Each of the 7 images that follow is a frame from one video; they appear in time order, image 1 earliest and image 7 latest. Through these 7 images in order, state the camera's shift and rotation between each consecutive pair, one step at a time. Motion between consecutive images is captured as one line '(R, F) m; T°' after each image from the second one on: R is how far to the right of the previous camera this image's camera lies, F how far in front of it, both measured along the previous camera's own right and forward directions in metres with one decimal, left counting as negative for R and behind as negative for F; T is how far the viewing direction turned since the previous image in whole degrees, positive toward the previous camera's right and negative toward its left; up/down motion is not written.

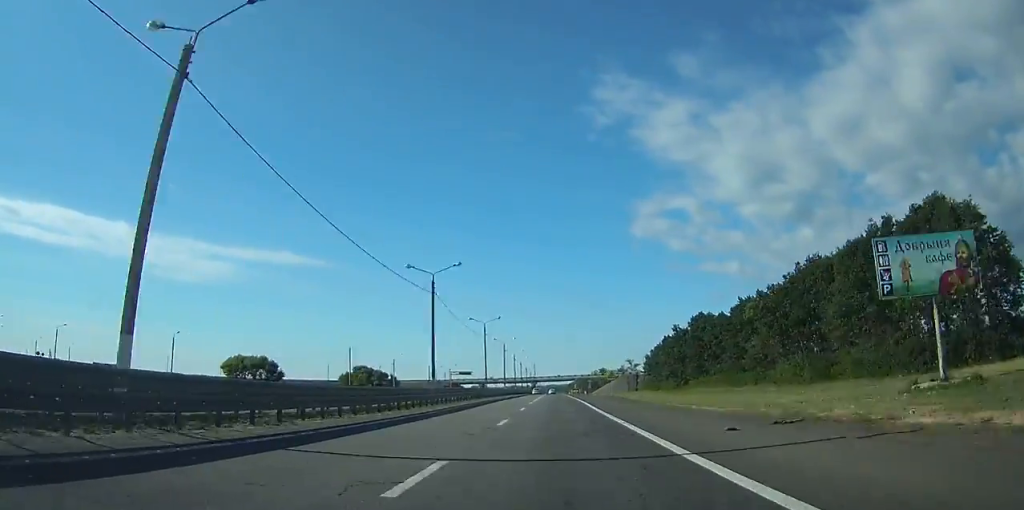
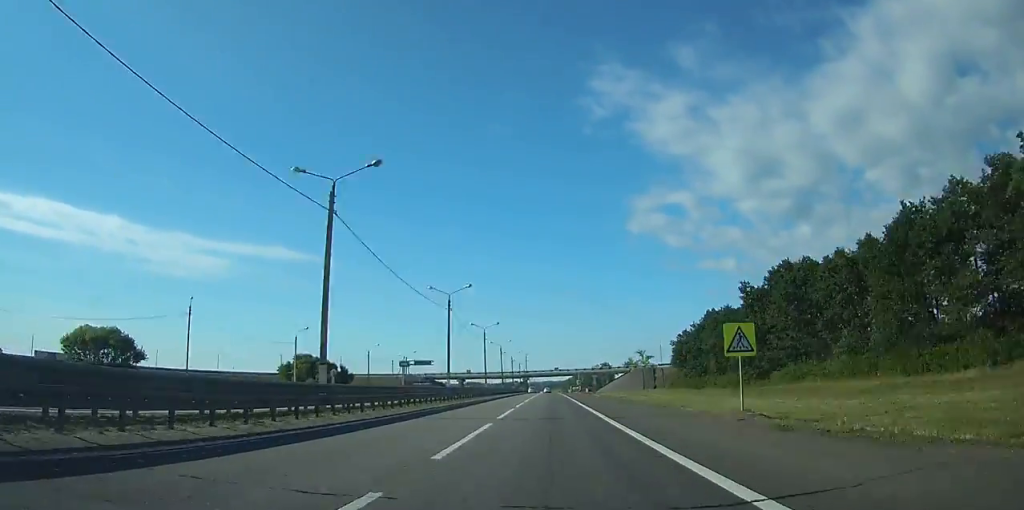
(+0.1, +55.1) m; 0°
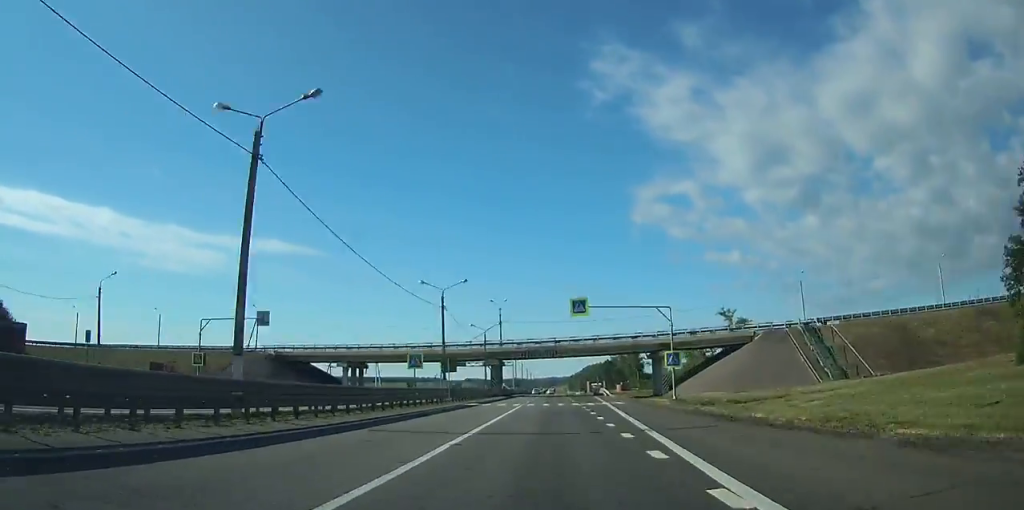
(0.0, +128.0) m; 0°
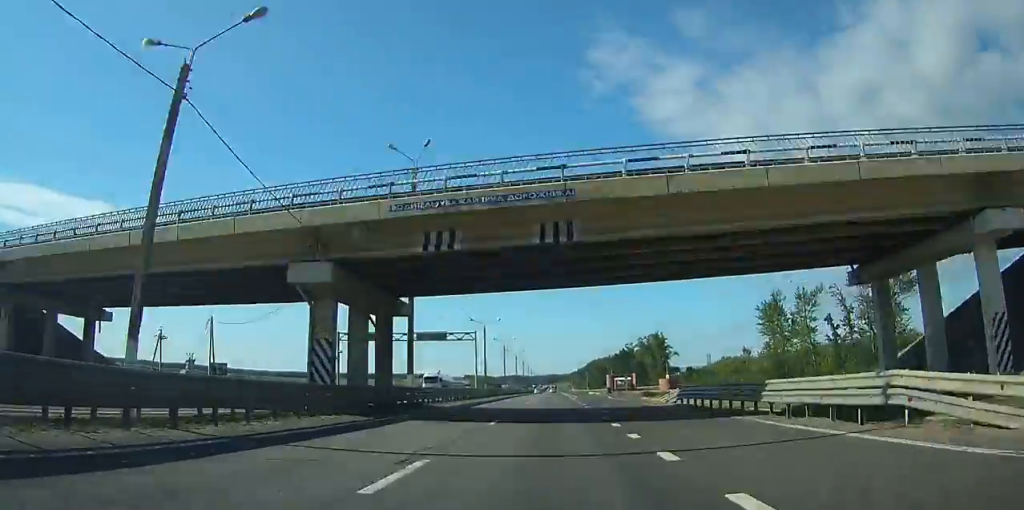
(-0.1, +64.4) m; 0°
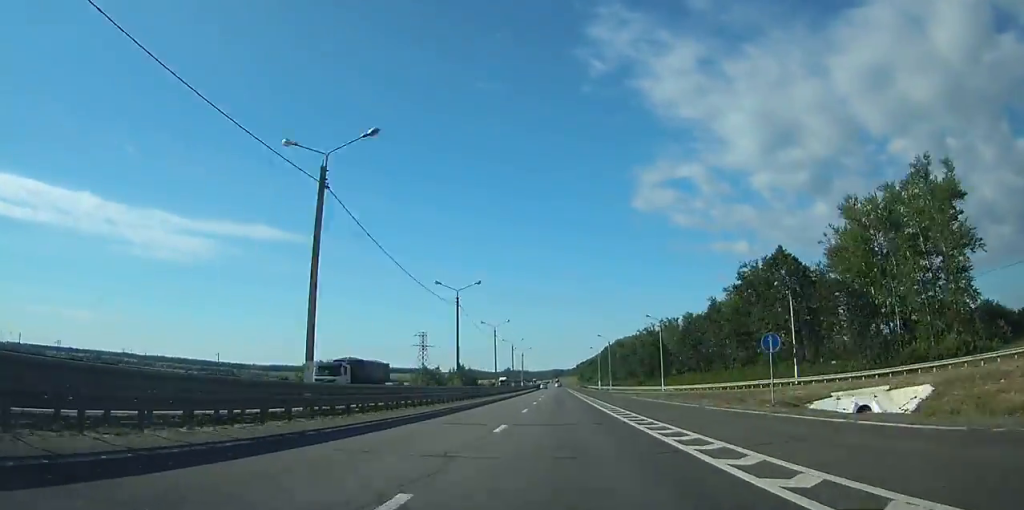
(+0.2, +172.3) m; 0°
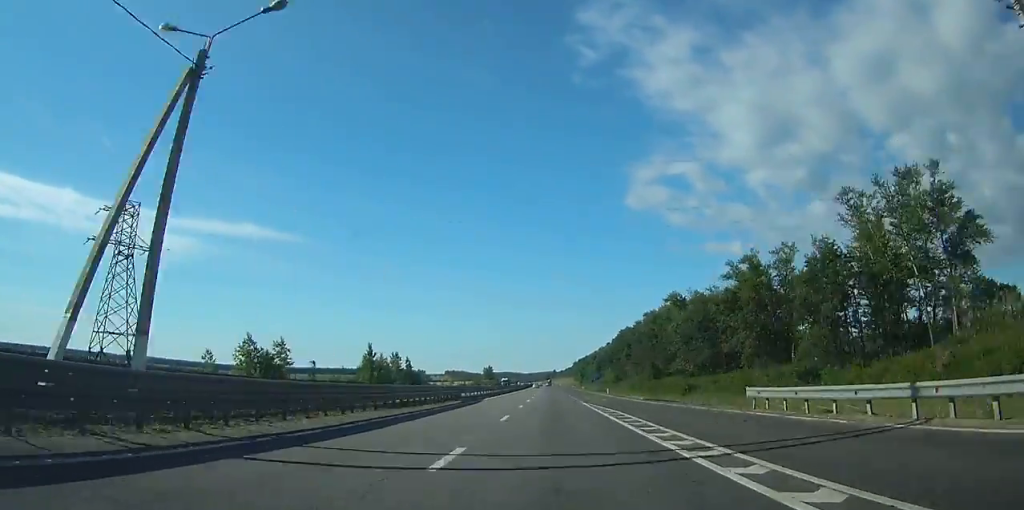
(0.0, +123.3) m; 0°
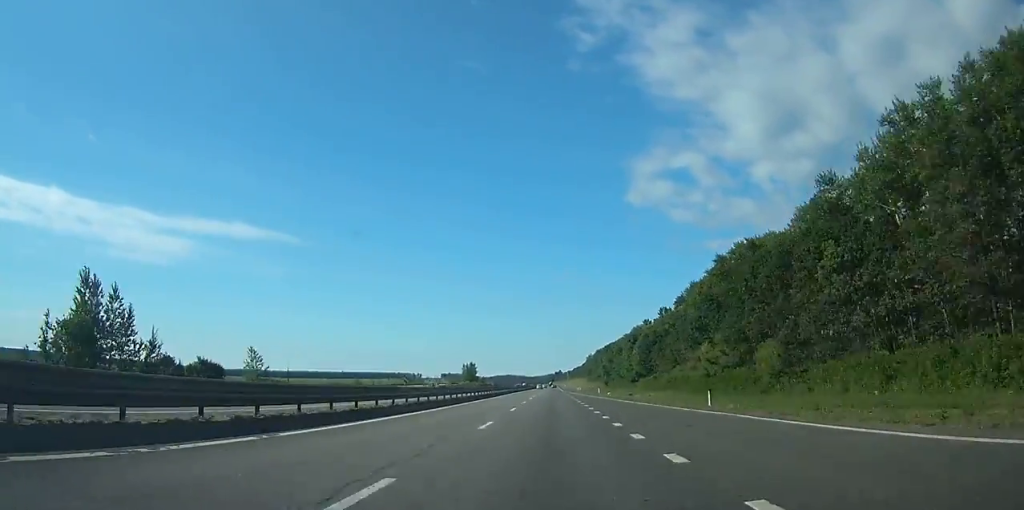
(-0.3, +138.0) m; 0°
